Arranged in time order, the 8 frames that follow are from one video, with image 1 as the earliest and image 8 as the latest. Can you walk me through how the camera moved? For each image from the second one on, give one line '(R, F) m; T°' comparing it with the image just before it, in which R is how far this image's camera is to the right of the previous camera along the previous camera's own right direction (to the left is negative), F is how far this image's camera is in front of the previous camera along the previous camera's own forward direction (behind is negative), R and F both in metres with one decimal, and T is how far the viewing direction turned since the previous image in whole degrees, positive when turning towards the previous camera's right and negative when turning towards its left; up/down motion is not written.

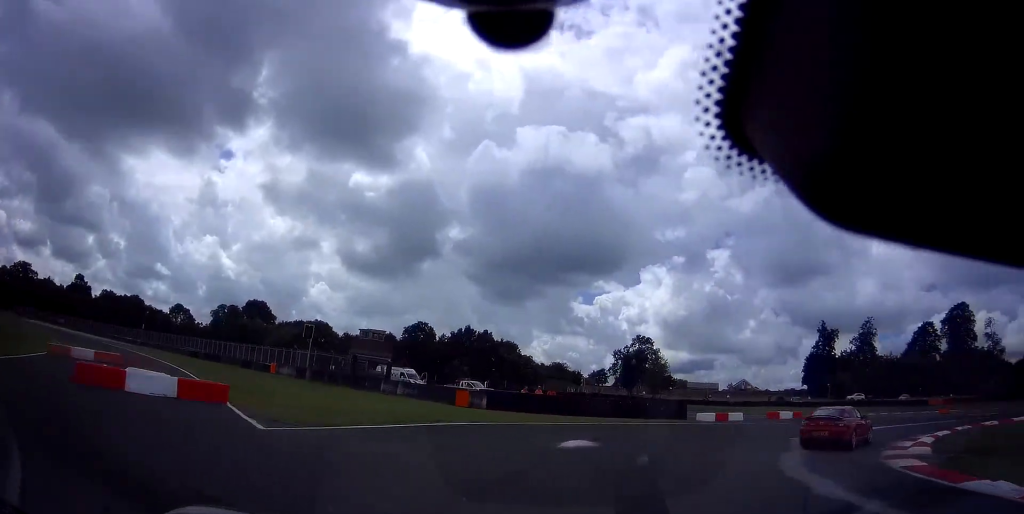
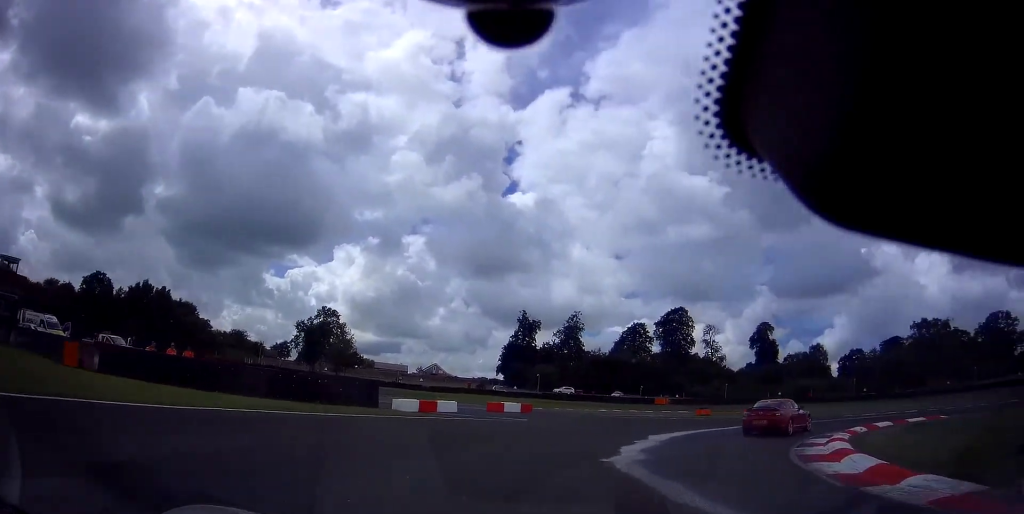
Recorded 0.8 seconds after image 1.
(+2.5, +9.8) m; +32°
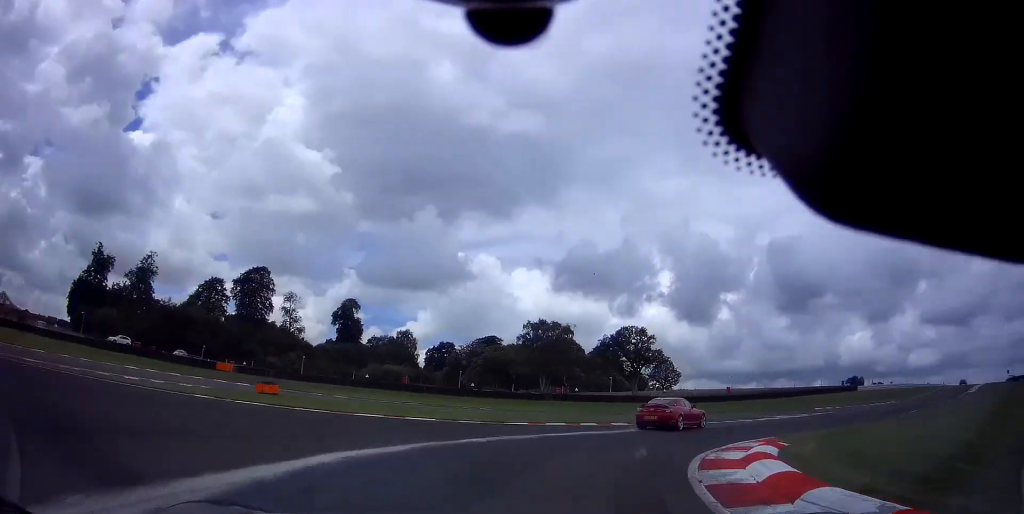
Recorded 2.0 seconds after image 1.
(+6.0, +13.6) m; +43°
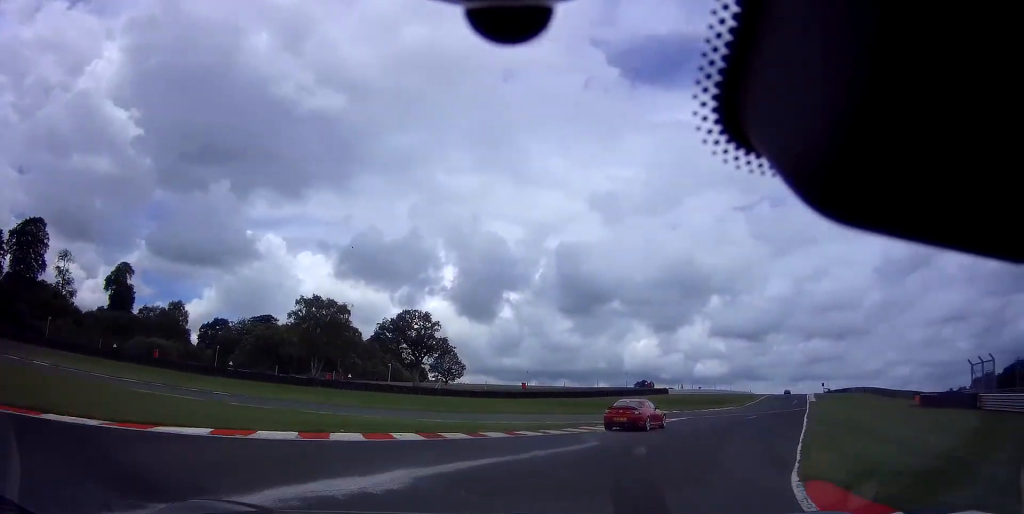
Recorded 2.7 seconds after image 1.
(+1.8, +10.8) m; +23°
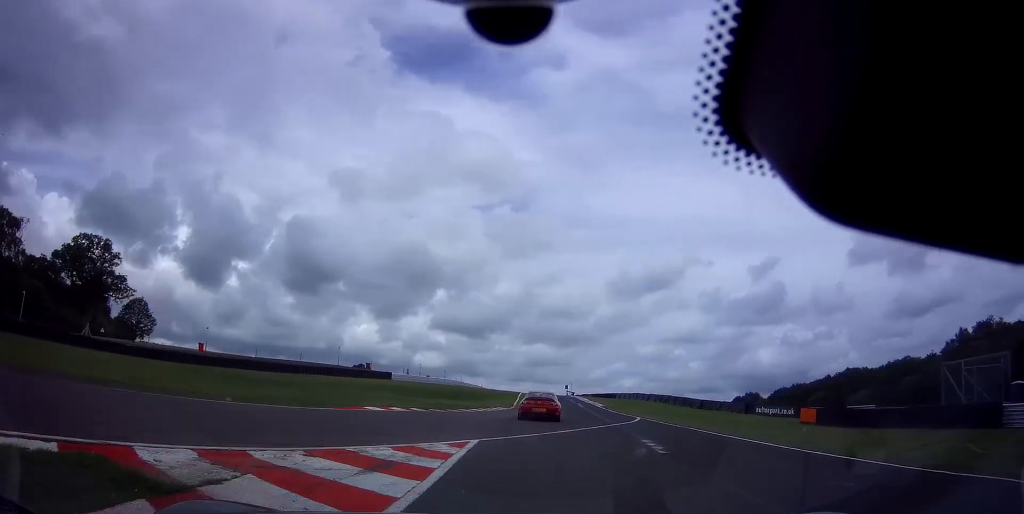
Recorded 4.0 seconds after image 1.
(+6.5, +22.0) m; +24°
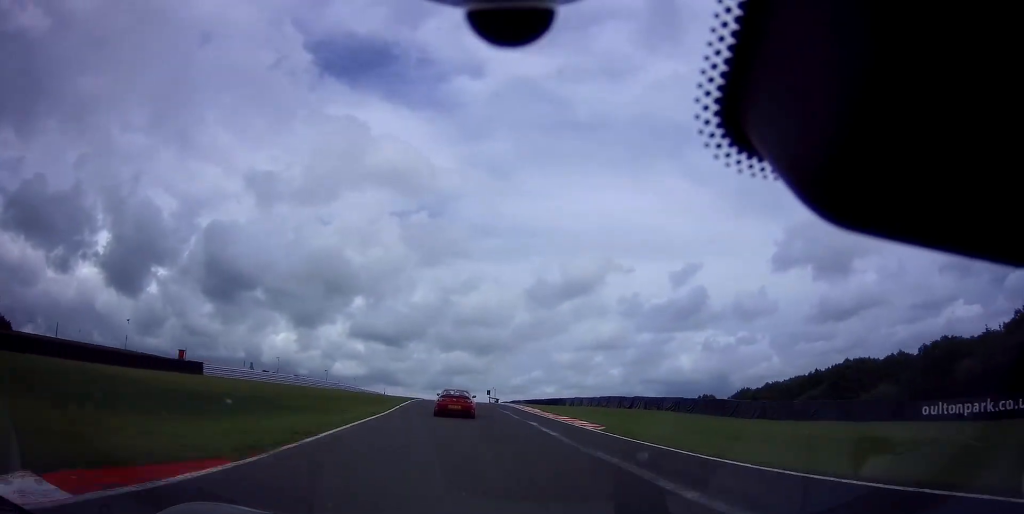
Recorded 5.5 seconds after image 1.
(+4.5, +32.3) m; +10°
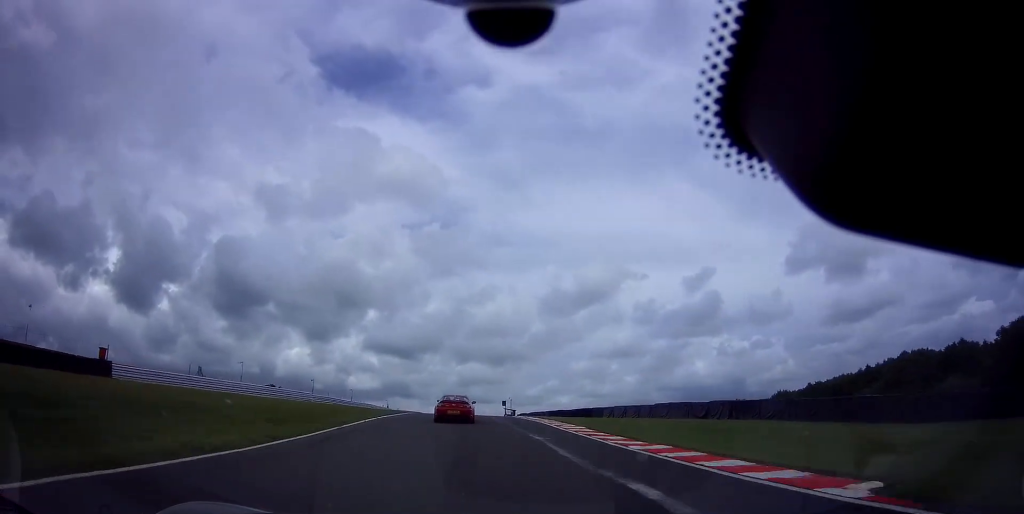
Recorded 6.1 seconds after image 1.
(0.0, +14.7) m; 0°
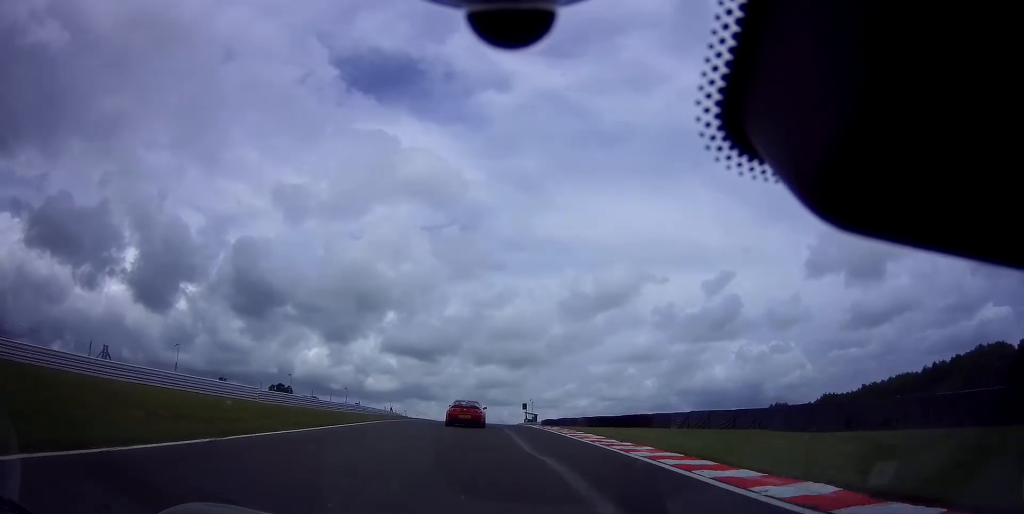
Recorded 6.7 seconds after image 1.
(0.0, +15.9) m; -1°
